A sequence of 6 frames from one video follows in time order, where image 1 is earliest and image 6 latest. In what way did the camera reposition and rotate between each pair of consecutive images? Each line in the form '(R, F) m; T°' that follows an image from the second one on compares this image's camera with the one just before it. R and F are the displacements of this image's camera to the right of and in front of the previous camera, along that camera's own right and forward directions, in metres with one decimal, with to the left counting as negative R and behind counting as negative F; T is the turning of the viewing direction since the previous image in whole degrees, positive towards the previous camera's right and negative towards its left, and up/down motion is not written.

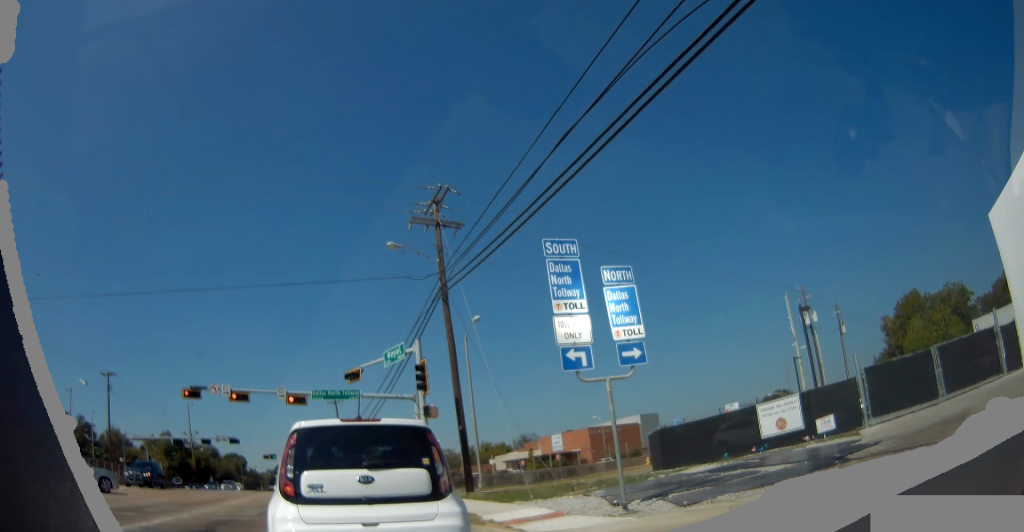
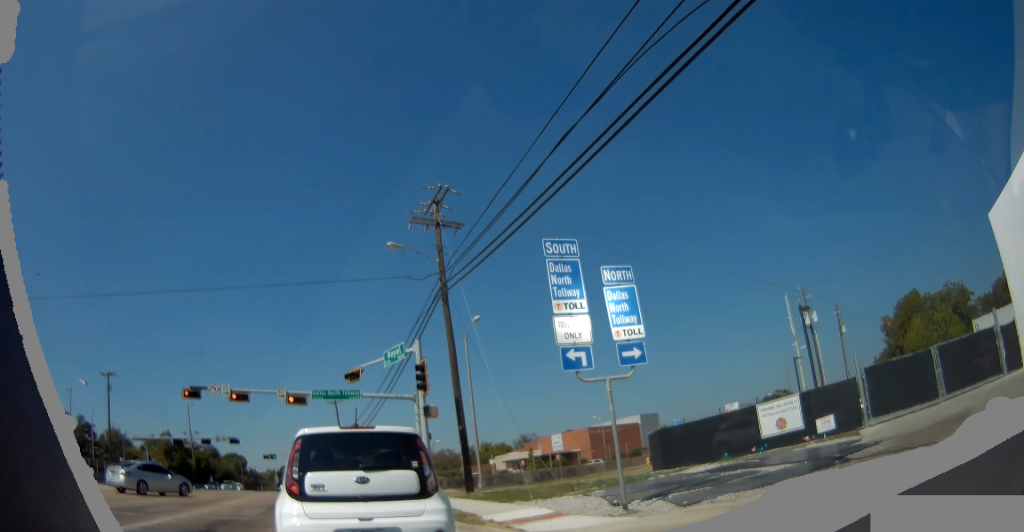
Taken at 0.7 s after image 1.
(0.0, 0.0) m; 0°
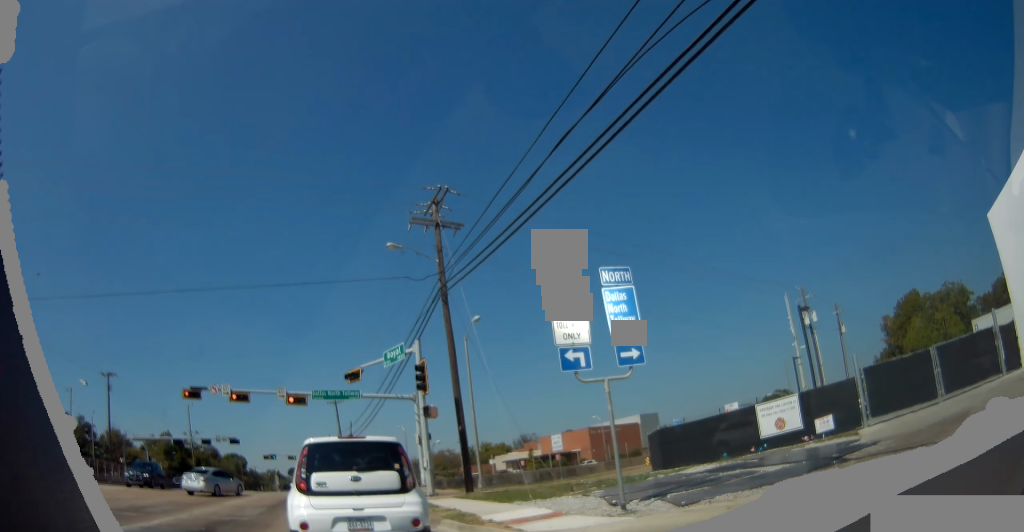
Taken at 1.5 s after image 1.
(0.0, 0.0) m; 0°
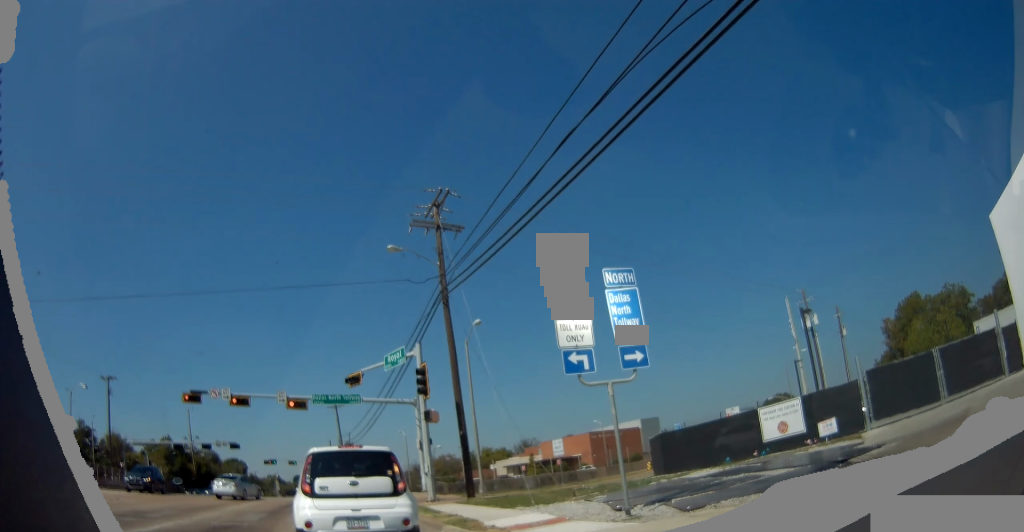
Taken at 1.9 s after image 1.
(0.0, 0.0) m; 0°
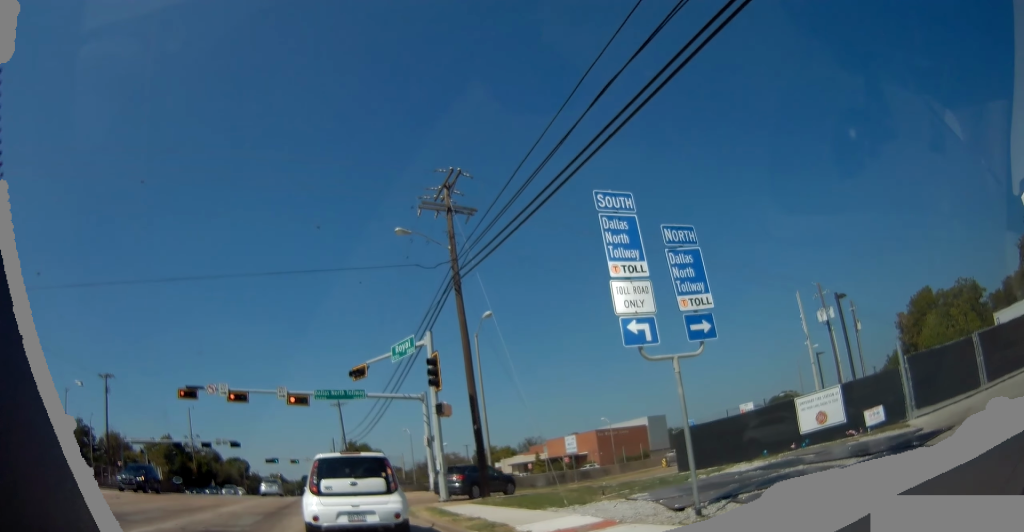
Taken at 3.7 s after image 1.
(-0.1, +0.7) m; -2°
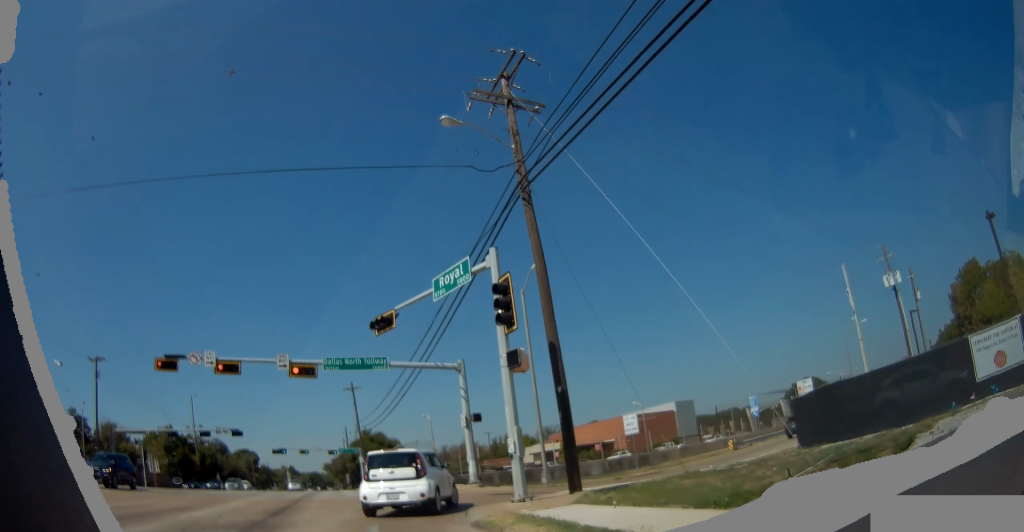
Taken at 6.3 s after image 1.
(-0.4, +6.1) m; -4°
